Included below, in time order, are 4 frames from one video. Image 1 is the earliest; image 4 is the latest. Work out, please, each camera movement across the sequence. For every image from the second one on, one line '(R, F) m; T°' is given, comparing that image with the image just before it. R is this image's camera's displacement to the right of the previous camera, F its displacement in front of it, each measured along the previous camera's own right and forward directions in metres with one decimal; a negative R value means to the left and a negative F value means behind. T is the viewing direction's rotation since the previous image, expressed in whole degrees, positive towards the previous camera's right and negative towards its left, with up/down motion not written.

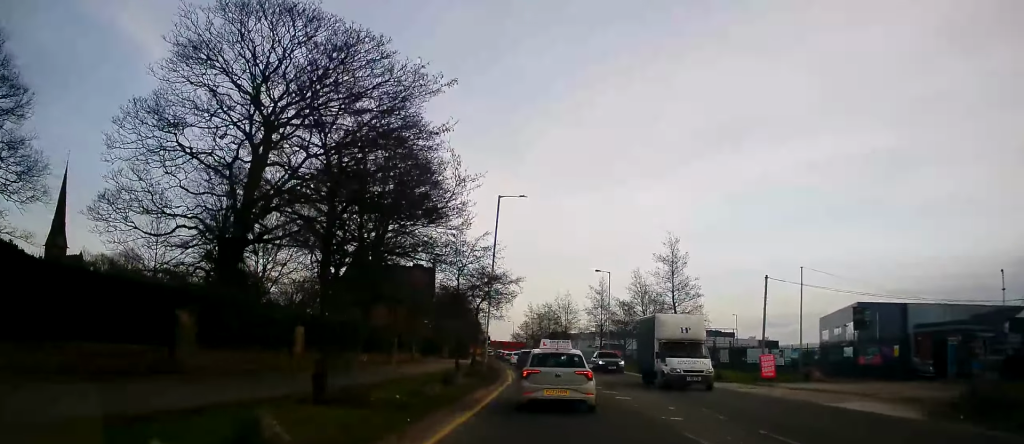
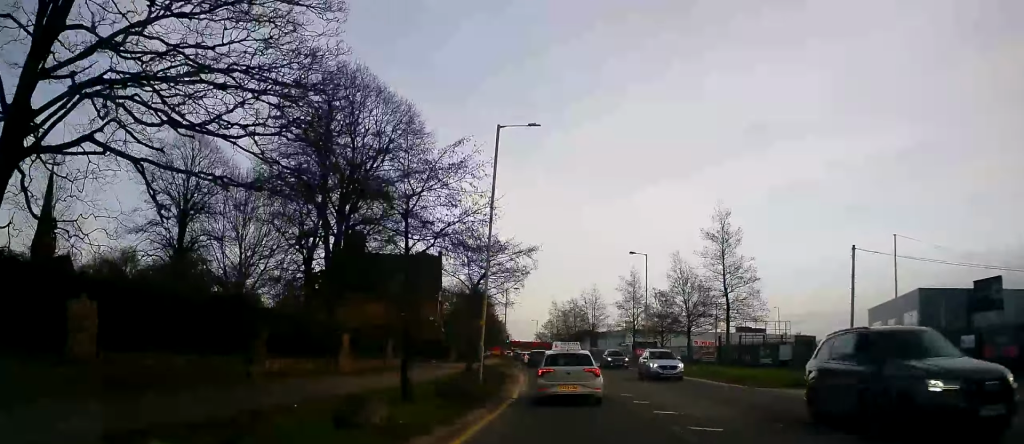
(-0.4, +9.7) m; -4°
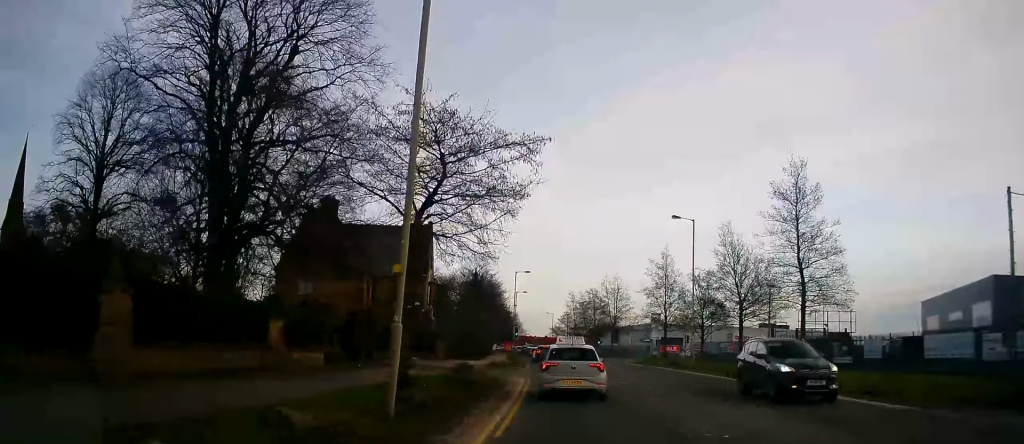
(-1.1, +12.9) m; -3°
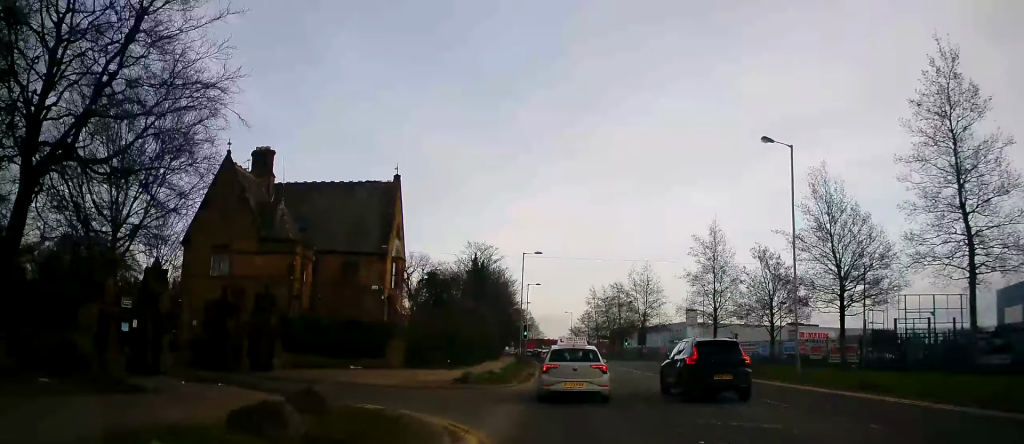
(0.0, +16.0) m; -2°
